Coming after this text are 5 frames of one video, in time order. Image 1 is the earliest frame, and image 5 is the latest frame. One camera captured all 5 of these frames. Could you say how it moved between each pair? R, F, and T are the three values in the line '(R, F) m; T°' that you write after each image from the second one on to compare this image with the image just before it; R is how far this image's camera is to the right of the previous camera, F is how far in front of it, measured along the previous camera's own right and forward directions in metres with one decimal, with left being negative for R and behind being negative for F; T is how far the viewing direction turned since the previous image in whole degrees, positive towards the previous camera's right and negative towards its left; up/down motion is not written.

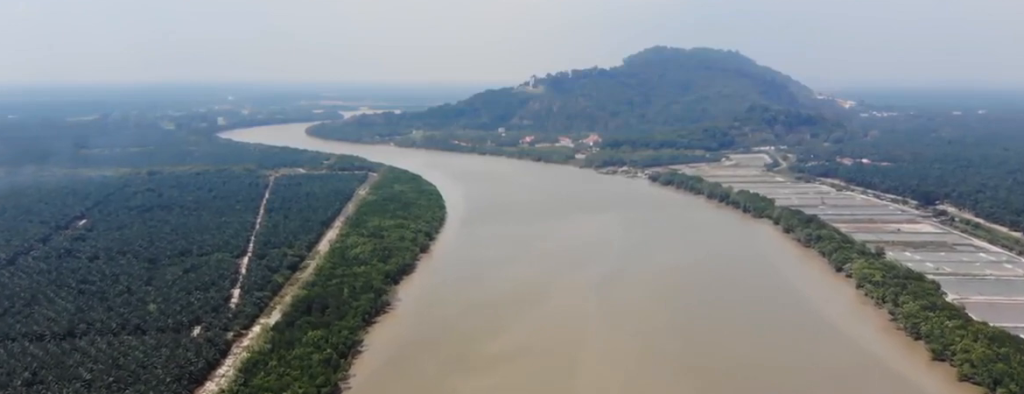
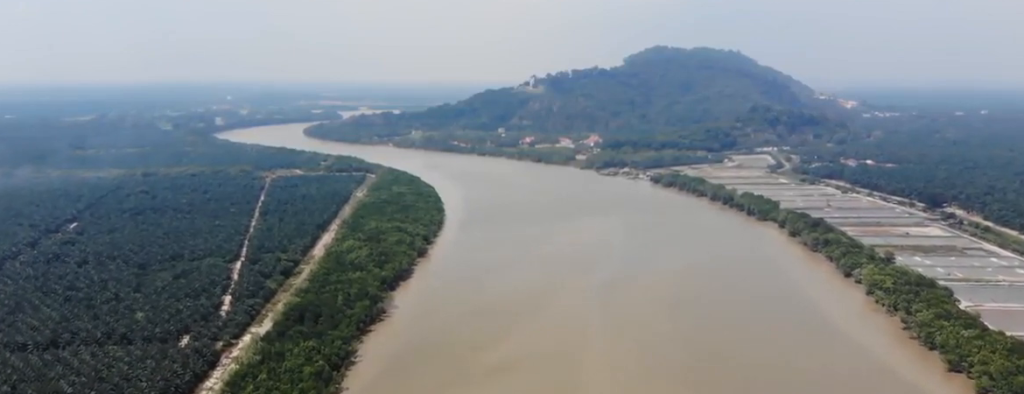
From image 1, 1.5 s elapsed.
(0.0, +19.0) m; 0°
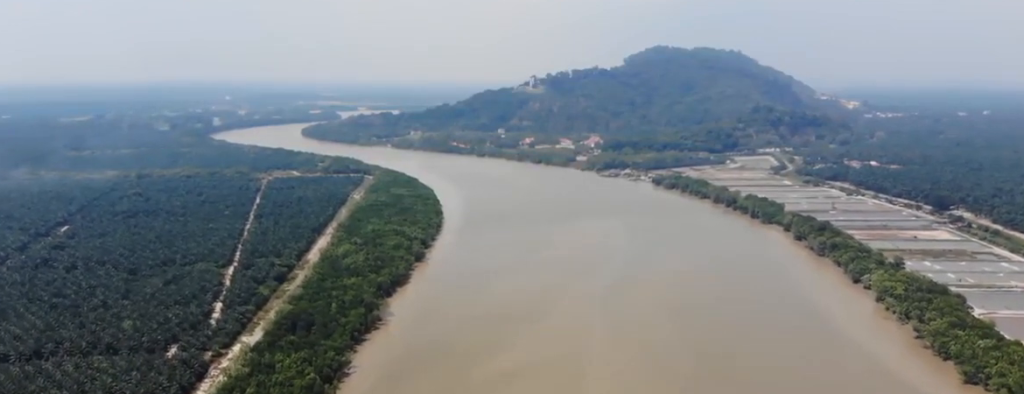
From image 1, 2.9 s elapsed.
(-0.1, +18.2) m; 0°
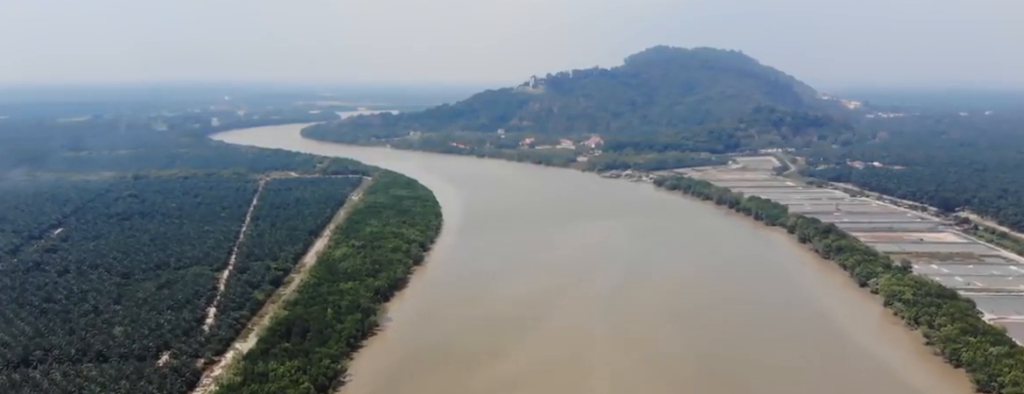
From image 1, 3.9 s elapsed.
(0.0, +12.7) m; 0°
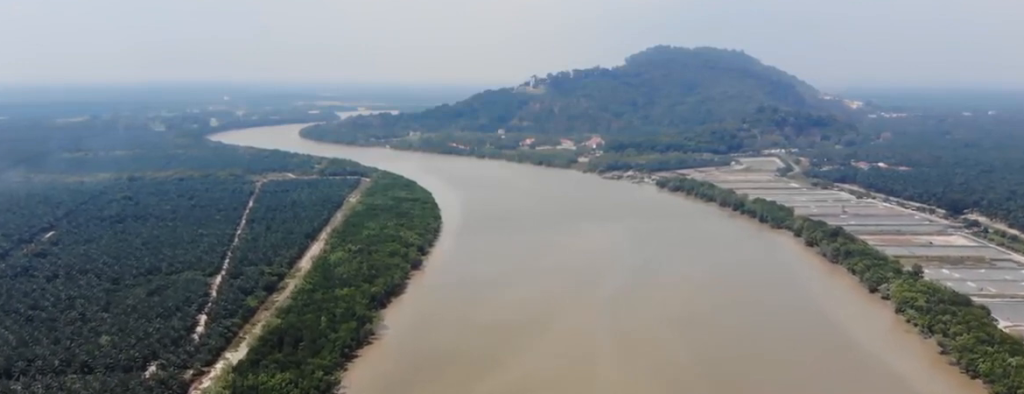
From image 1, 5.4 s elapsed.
(0.0, +18.3) m; 0°
